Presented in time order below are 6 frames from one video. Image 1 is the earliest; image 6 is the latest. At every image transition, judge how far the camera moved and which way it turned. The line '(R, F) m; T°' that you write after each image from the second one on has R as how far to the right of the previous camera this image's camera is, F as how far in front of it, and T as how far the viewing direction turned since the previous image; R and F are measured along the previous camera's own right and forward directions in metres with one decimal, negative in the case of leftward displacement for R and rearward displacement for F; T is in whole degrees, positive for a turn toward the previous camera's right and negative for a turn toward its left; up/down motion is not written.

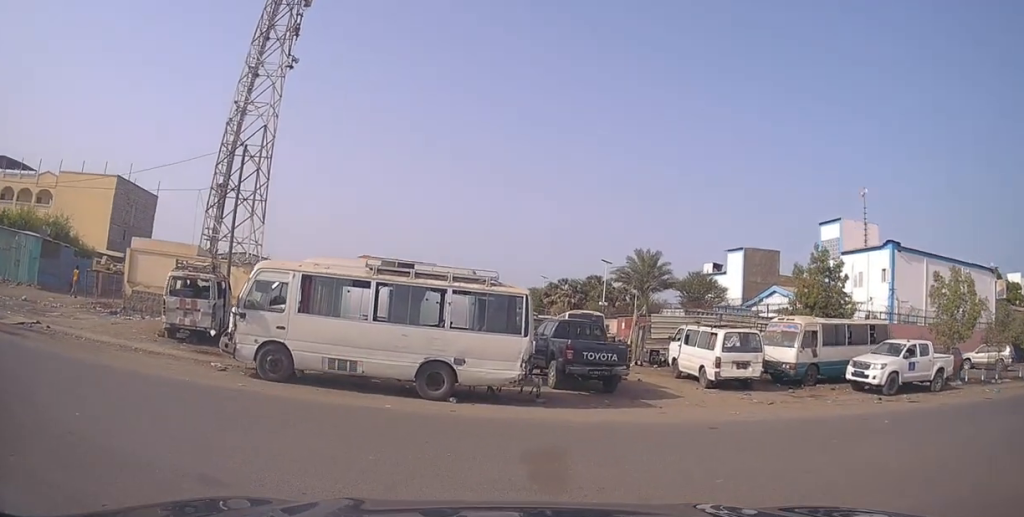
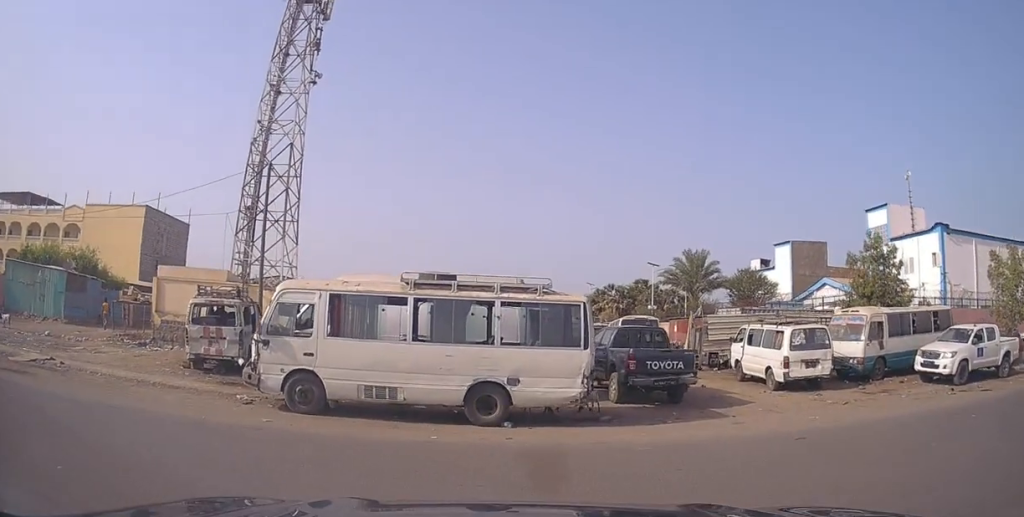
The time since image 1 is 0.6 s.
(-0.1, +1.6) m; -6°
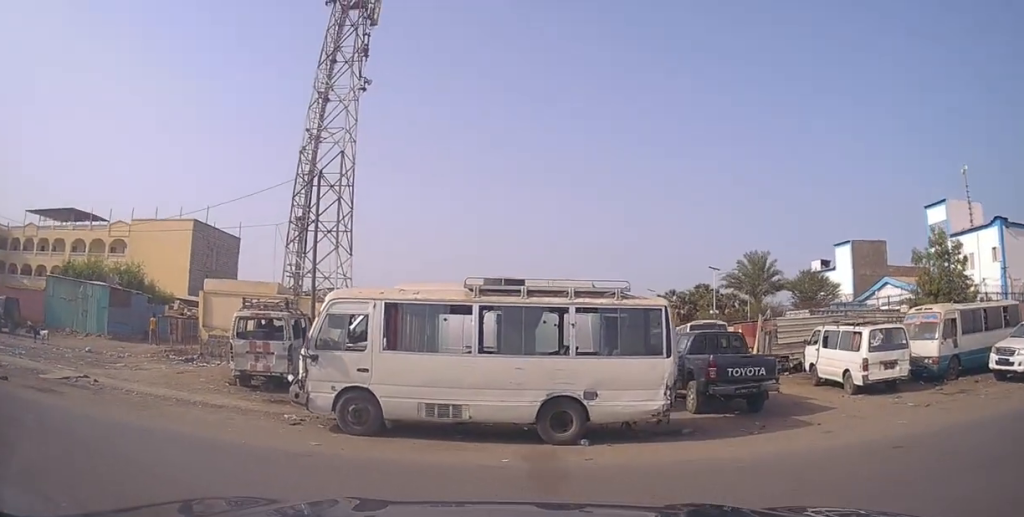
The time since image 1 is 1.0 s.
(0.0, +1.1) m; -4°
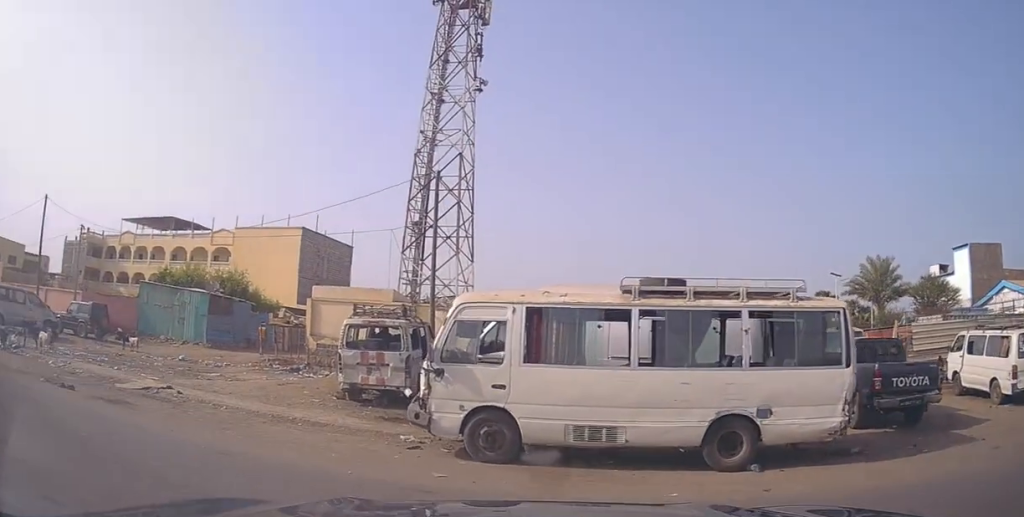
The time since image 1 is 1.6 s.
(-0.2, +1.7) m; -11°
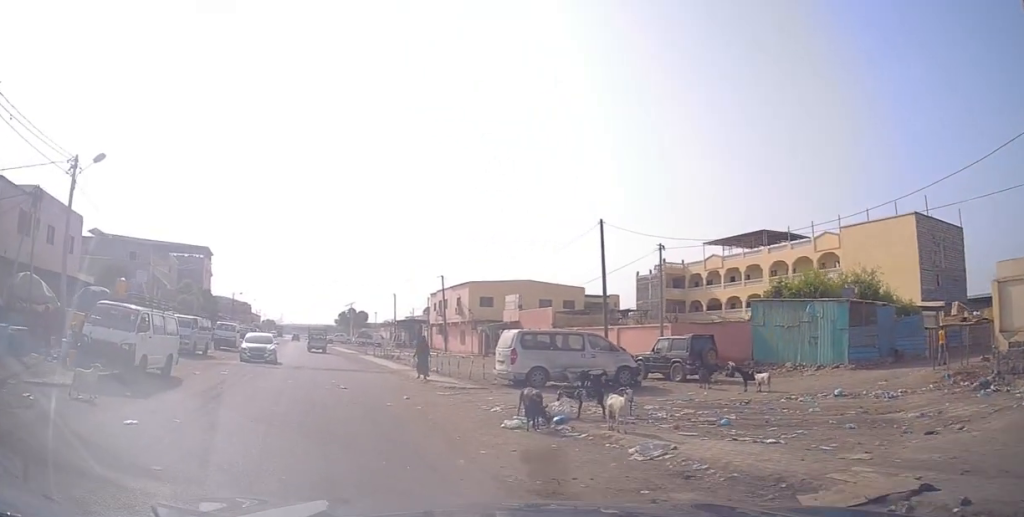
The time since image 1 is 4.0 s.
(-3.2, +5.5) m; -58°
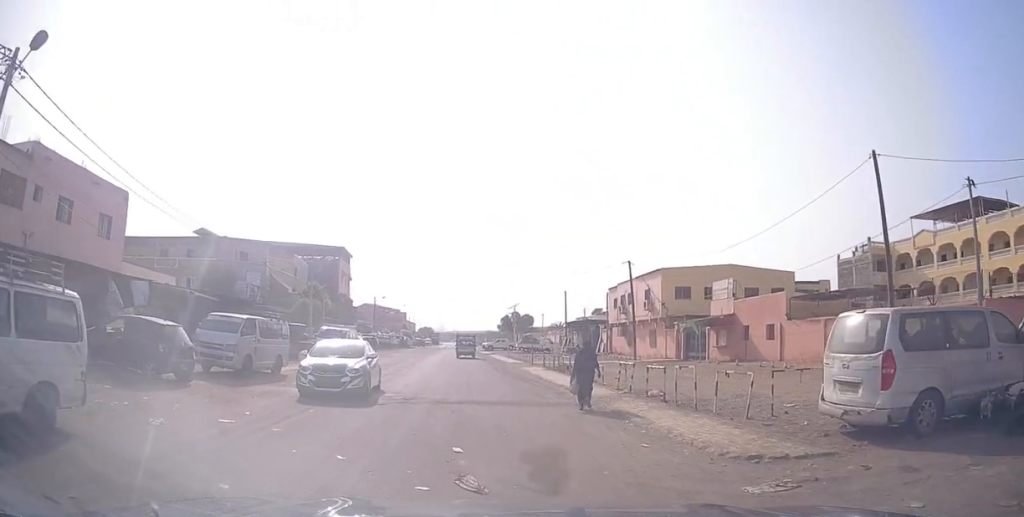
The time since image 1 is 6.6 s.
(-1.7, +11.8) m; -13°
